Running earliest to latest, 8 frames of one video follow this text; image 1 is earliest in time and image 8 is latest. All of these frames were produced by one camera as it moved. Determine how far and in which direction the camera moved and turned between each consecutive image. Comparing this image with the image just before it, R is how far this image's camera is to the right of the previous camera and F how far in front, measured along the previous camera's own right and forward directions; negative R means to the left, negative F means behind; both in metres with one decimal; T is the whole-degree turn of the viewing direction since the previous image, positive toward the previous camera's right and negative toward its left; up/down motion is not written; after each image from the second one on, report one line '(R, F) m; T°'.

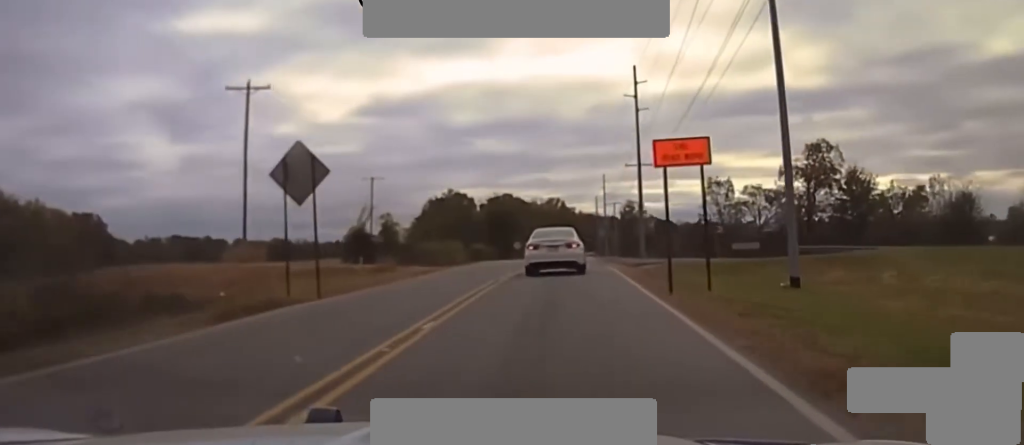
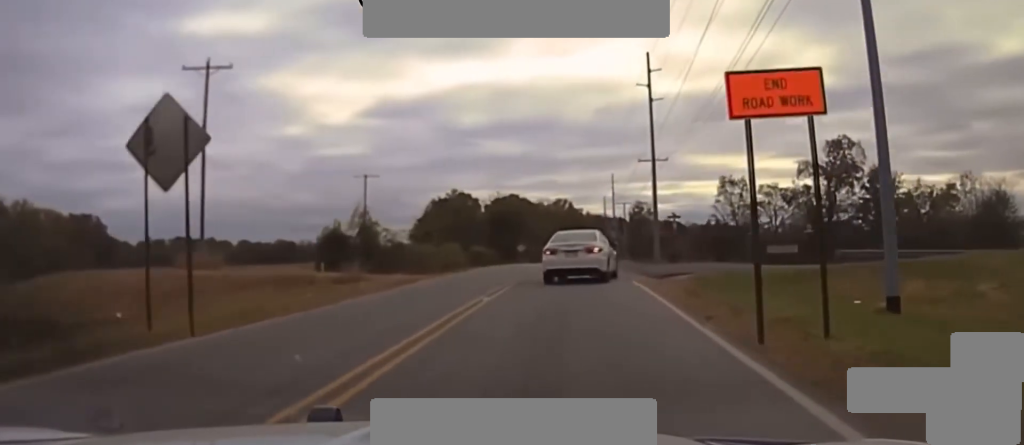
(0.0, +10.3) m; 0°
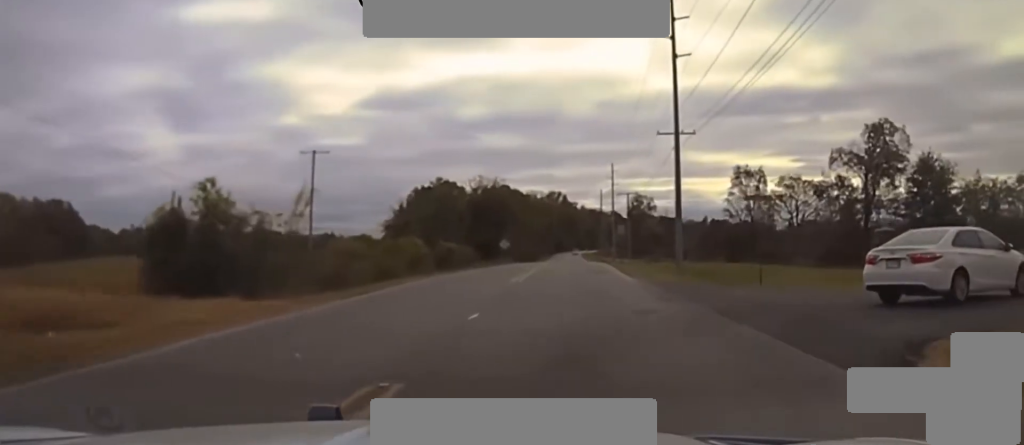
(-0.5, +25.4) m; +2°
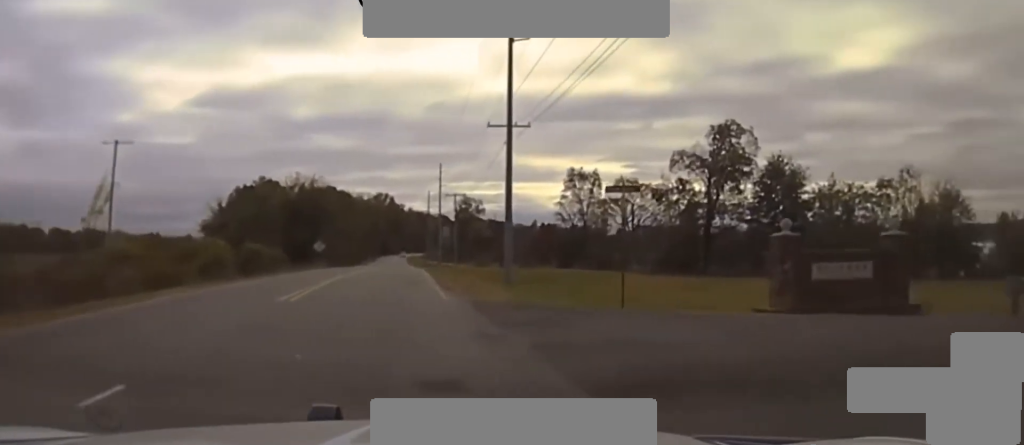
(+0.2, +7.7) m; +12°
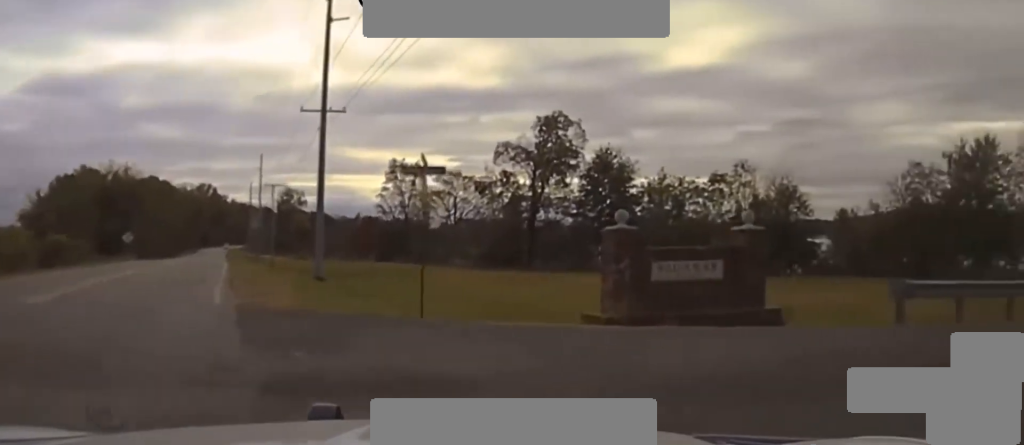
(+0.1, +3.7) m; +13°
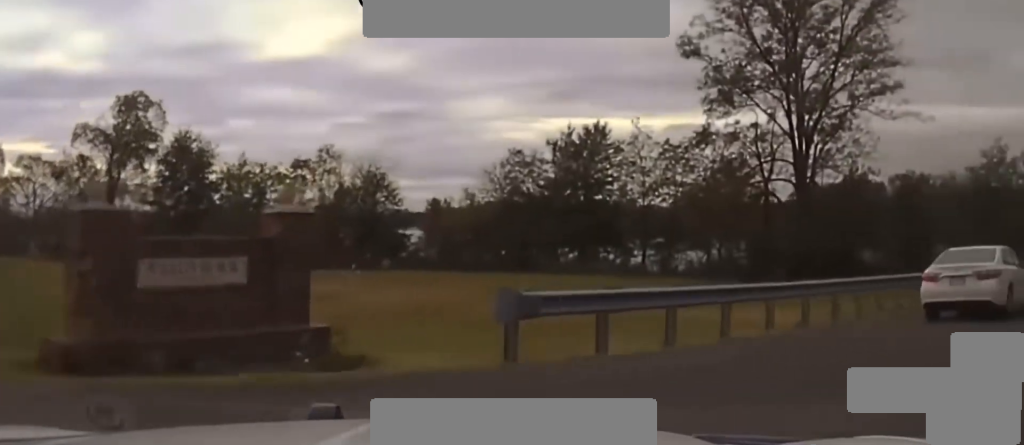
(+1.5, +5.7) m; +26°
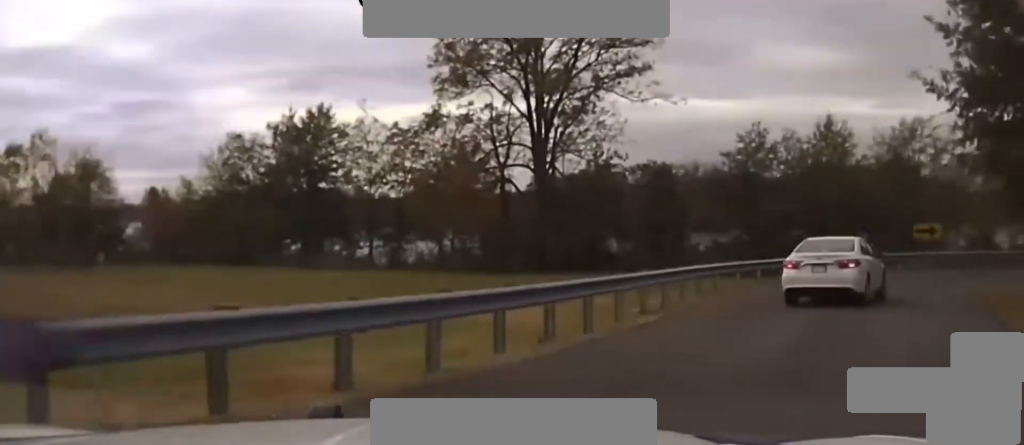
(+0.6, +4.2) m; +18°
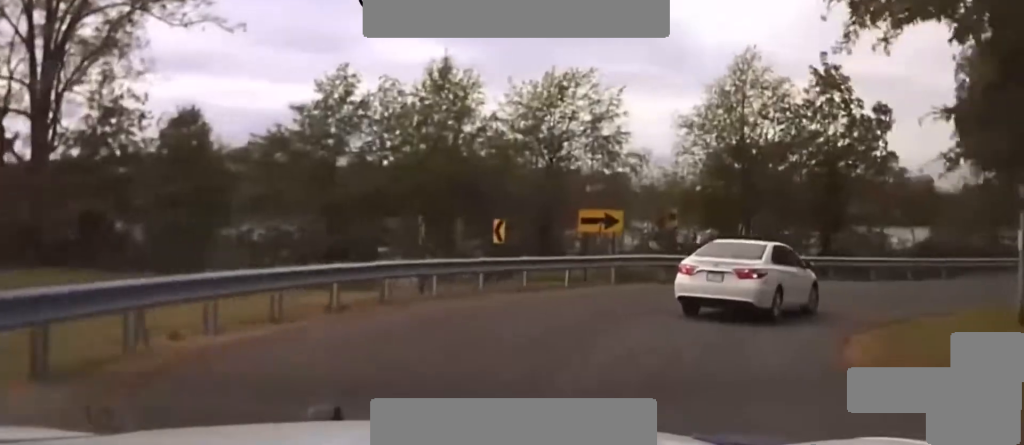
(+2.9, +14.7) m; +19°
